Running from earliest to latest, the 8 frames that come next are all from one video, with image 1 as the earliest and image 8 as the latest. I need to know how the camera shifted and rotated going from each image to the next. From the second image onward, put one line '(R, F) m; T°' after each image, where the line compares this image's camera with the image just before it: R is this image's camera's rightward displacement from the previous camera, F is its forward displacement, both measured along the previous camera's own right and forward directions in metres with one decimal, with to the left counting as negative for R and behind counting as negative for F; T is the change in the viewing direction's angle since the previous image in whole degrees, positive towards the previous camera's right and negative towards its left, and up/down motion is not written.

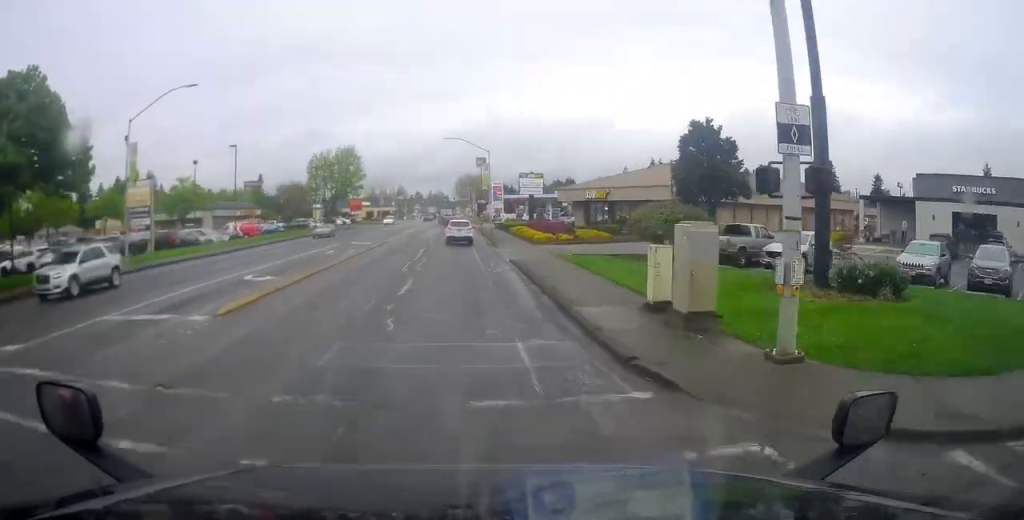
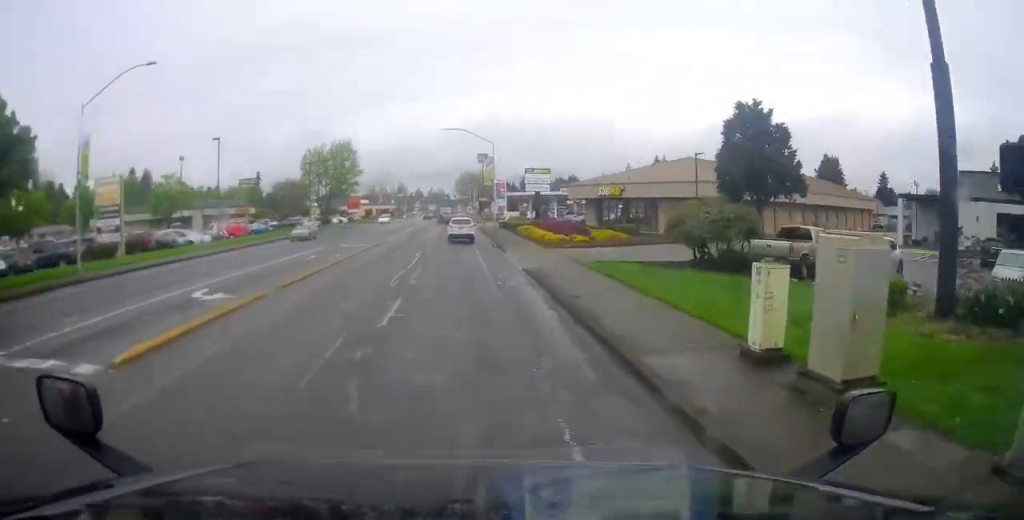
(+1.2, +5.1) m; +4°
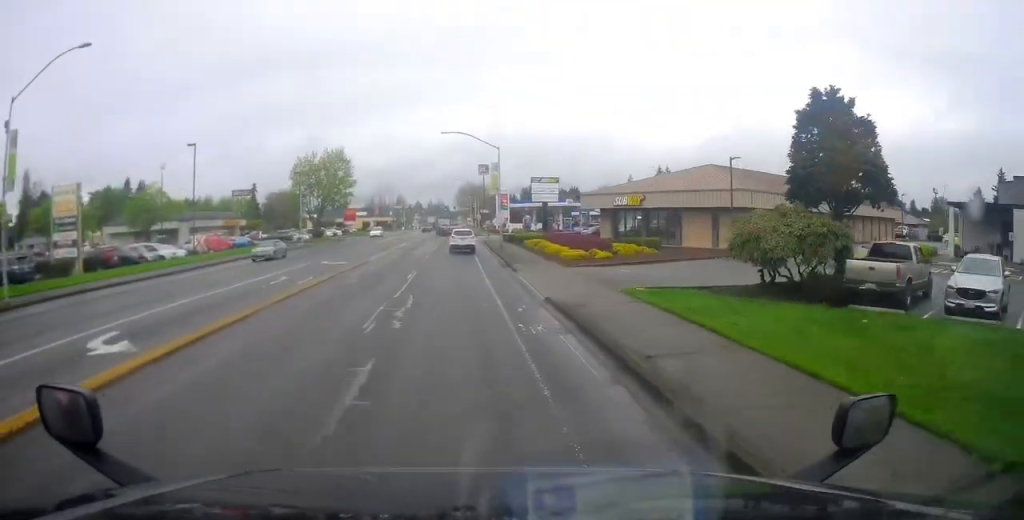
(+0.9, +5.9) m; +5°
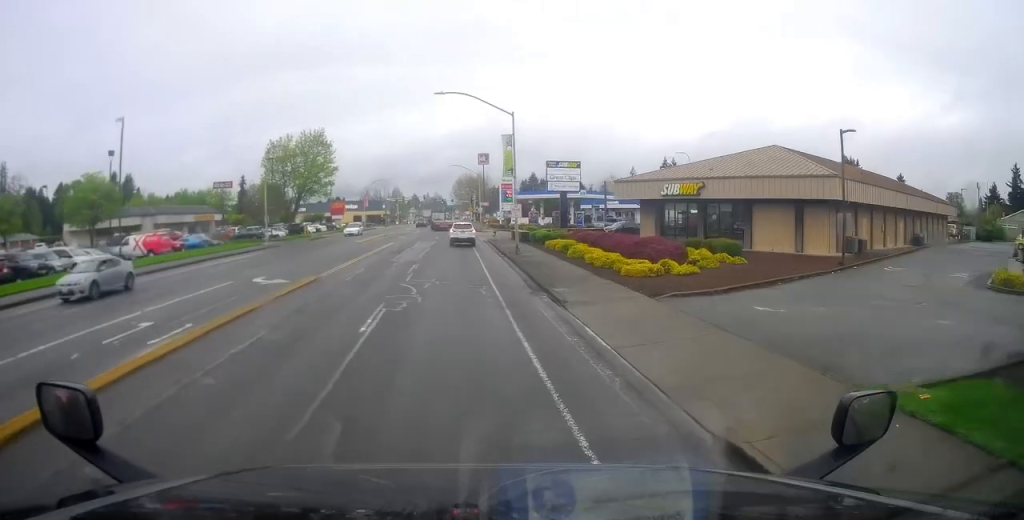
(-0.9, +12.5) m; -5°
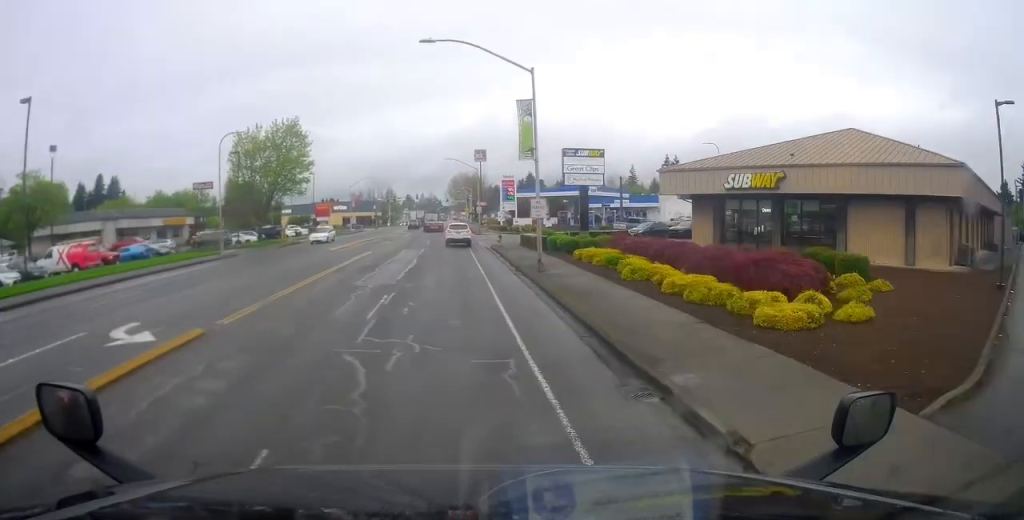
(-0.3, +10.2) m; 0°
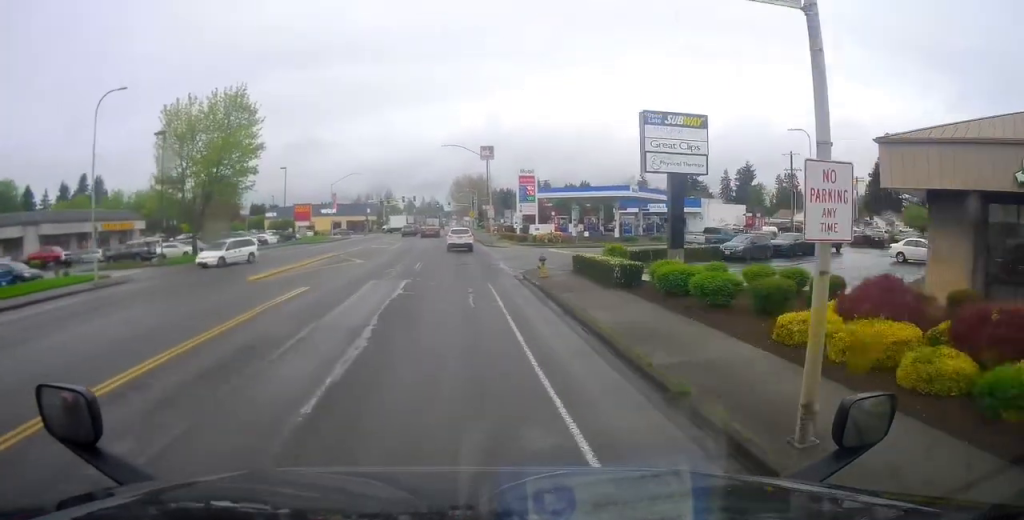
(+0.4, +18.0) m; +2°
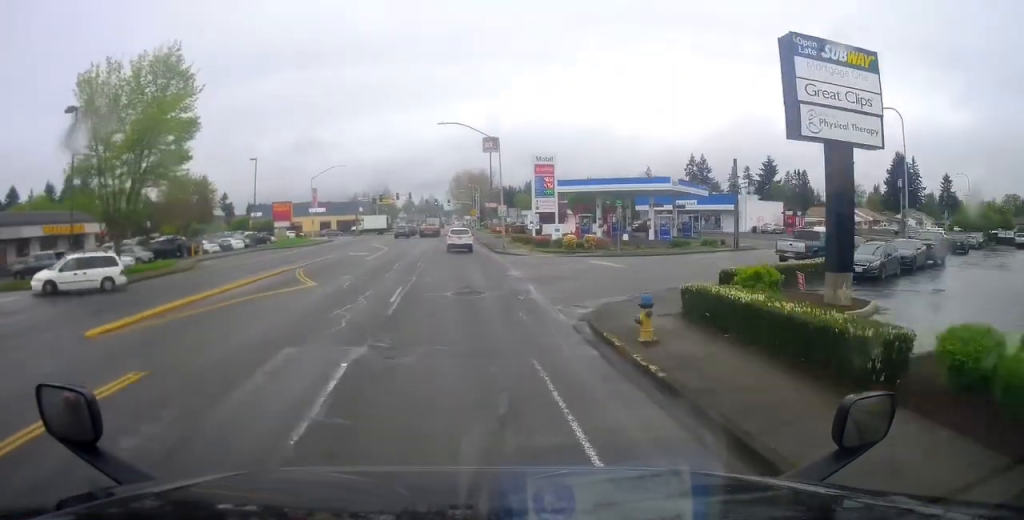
(+0.1, +12.5) m; +3°
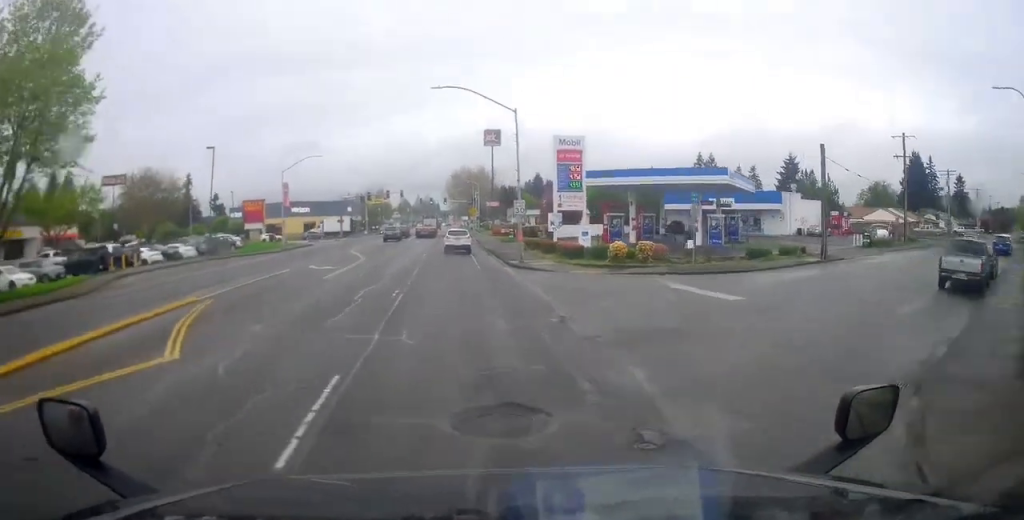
(+0.4, +12.2) m; +5°
